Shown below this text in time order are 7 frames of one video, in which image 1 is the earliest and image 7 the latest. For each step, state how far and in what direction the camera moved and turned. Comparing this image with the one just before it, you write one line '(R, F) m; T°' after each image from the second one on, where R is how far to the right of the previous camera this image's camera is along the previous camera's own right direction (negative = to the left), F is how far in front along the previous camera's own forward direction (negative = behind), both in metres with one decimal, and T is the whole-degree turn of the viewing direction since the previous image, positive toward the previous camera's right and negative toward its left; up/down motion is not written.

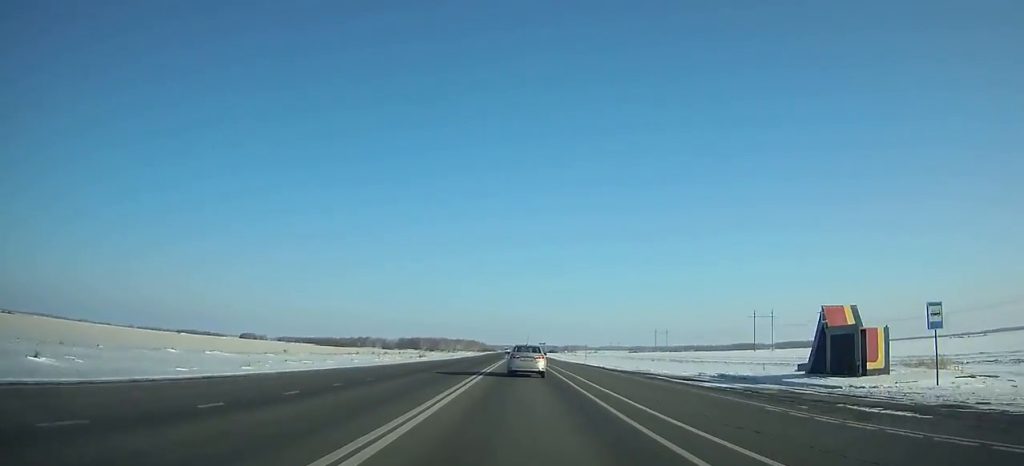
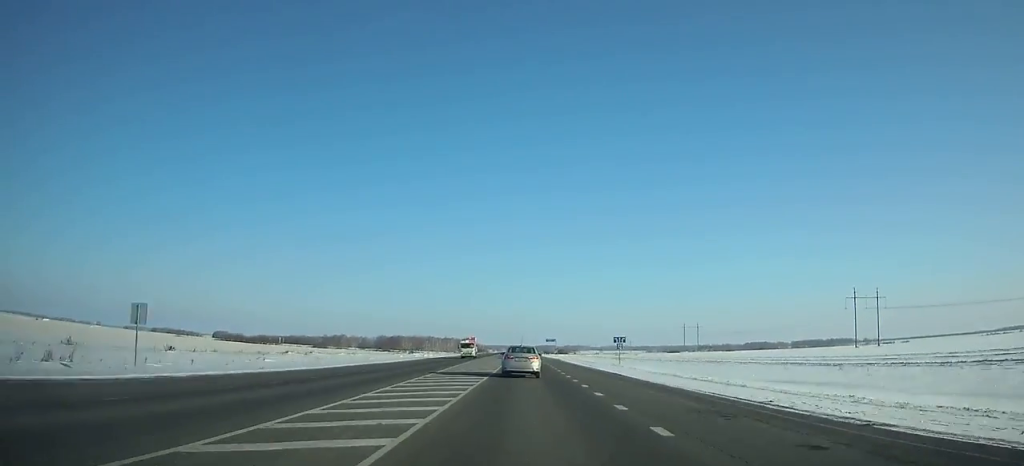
(+0.1, +128.0) m; 0°
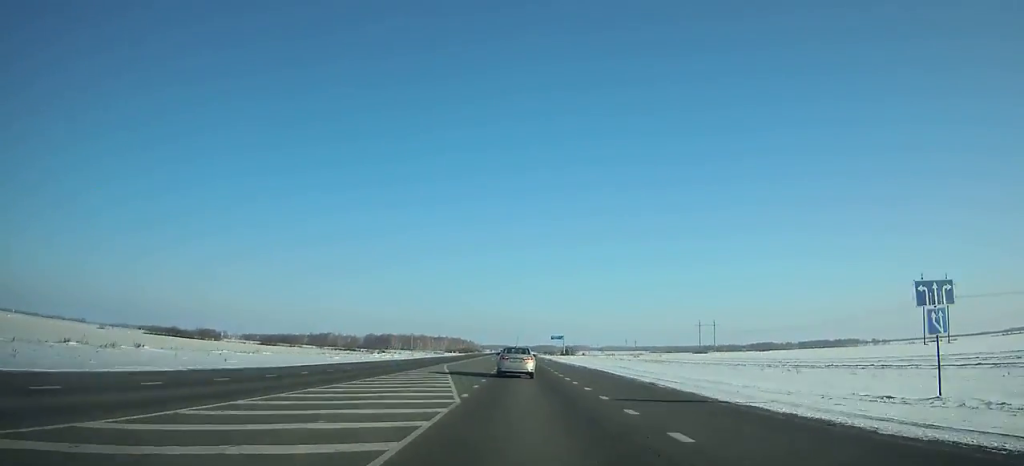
(+0.1, +52.1) m; 0°
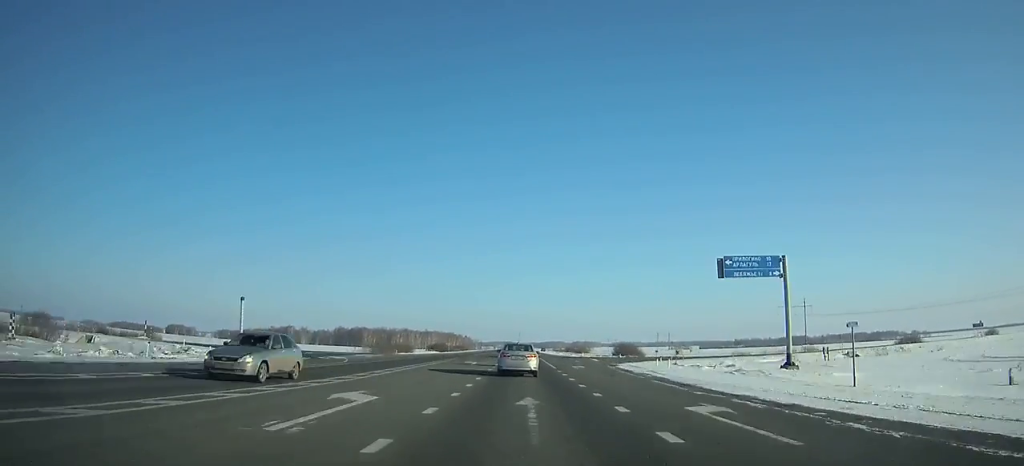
(-0.4, +152.8) m; 0°
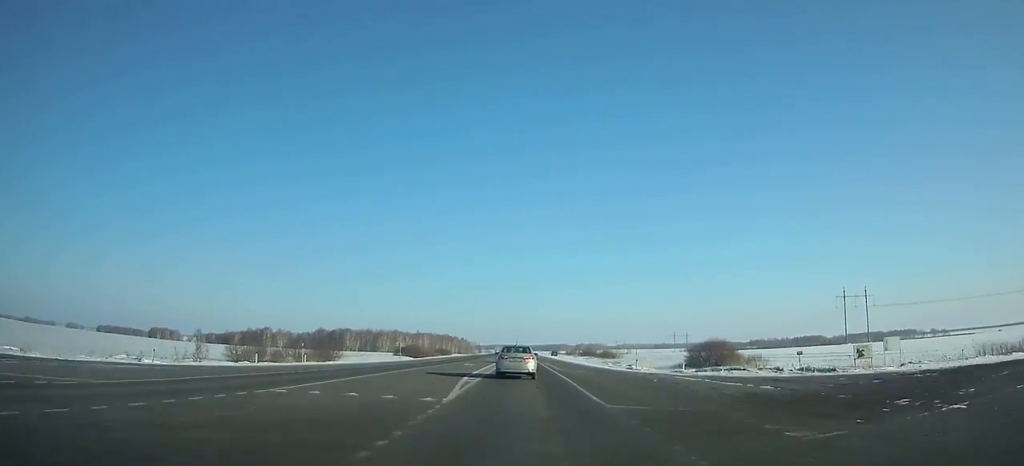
(+0.1, +66.0) m; 0°
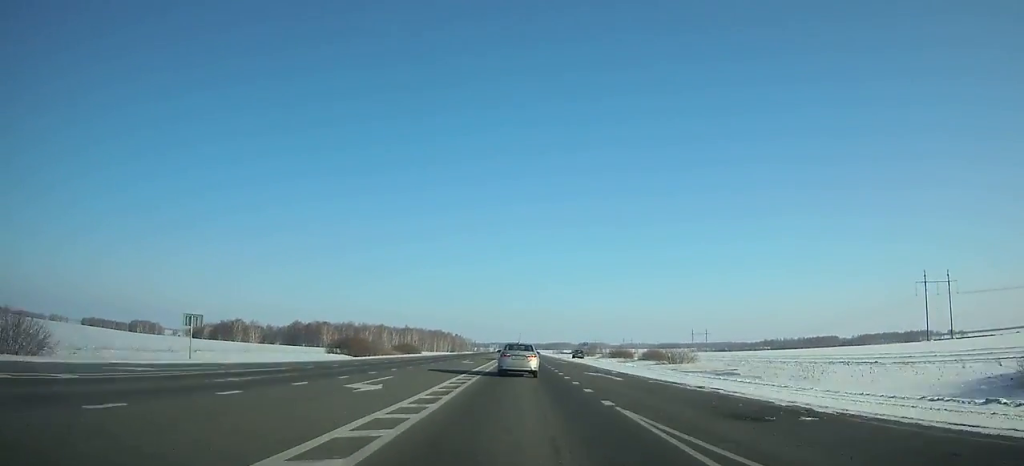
(-0.2, +61.8) m; 0°
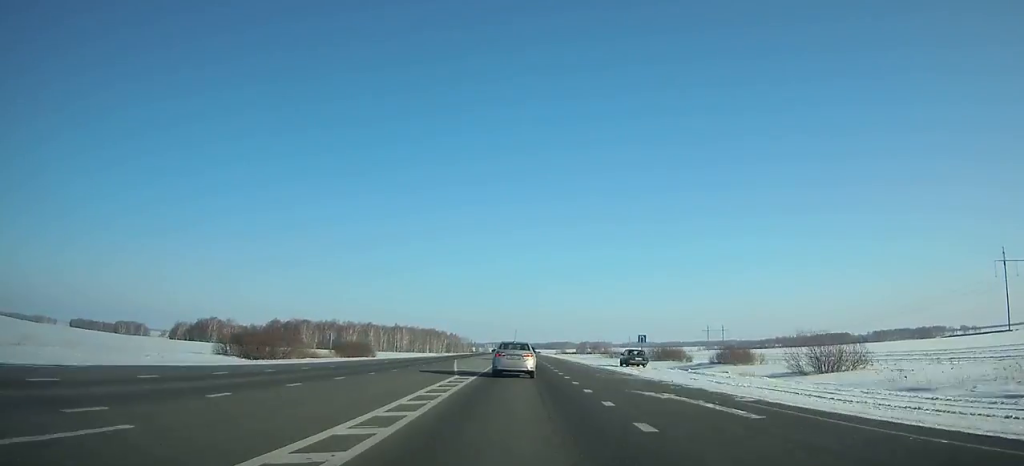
(+0.1, +43.8) m; 0°
